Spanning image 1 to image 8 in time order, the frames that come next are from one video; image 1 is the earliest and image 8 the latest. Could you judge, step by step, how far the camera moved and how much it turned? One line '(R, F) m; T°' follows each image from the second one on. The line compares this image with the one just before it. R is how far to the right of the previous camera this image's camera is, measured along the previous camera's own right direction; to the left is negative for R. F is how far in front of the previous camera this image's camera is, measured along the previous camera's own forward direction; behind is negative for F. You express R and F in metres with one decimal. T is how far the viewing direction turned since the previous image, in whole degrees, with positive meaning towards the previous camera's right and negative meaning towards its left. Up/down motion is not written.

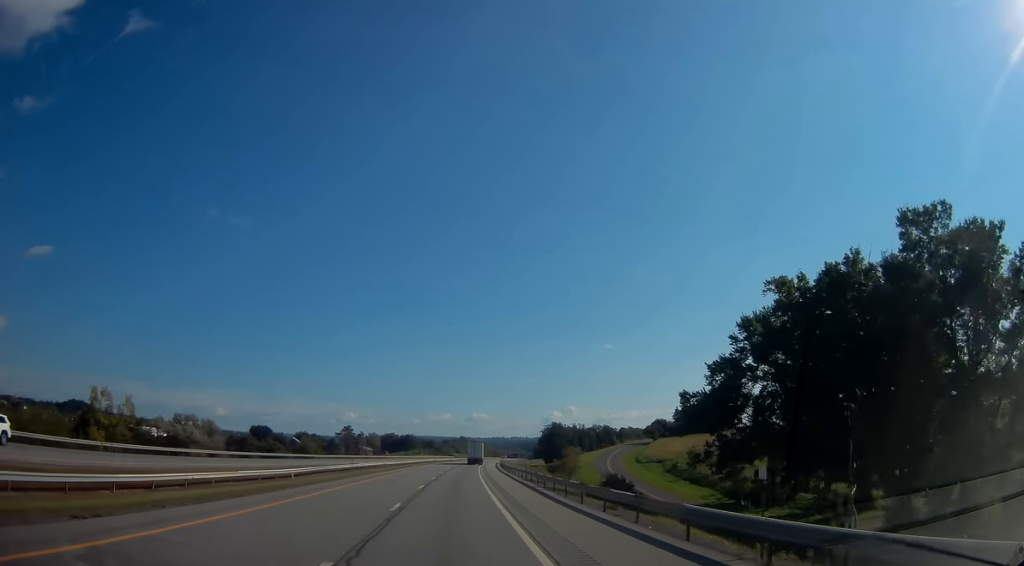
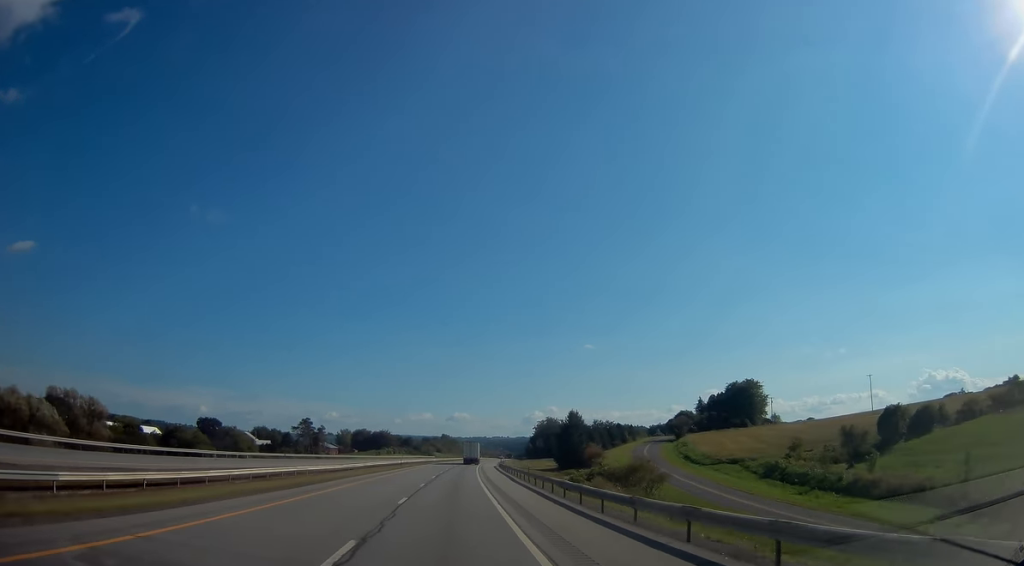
(+0.4, +46.3) m; +1°
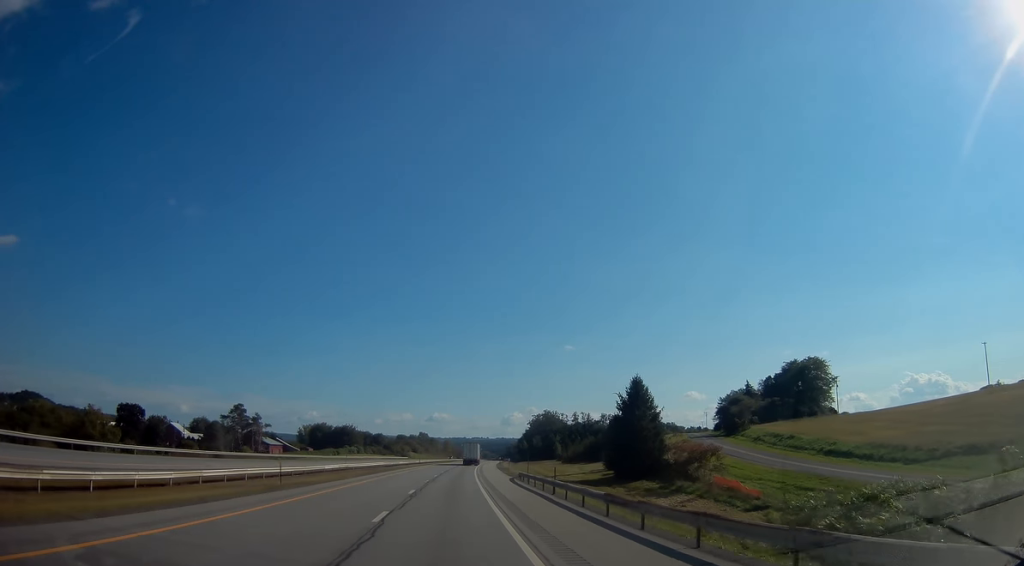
(+0.5, +54.1) m; +2°
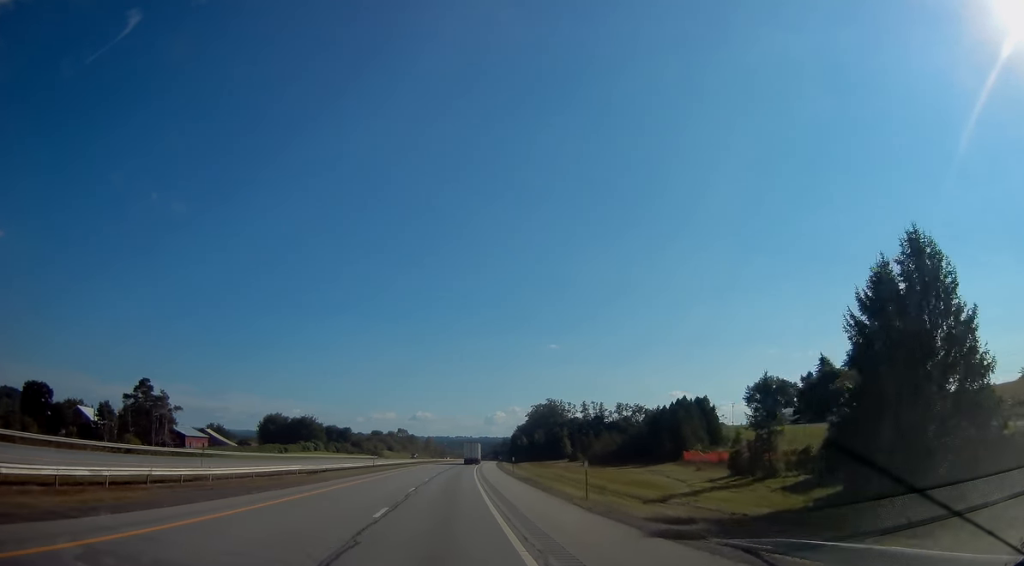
(+1.1, +48.1) m; +2°
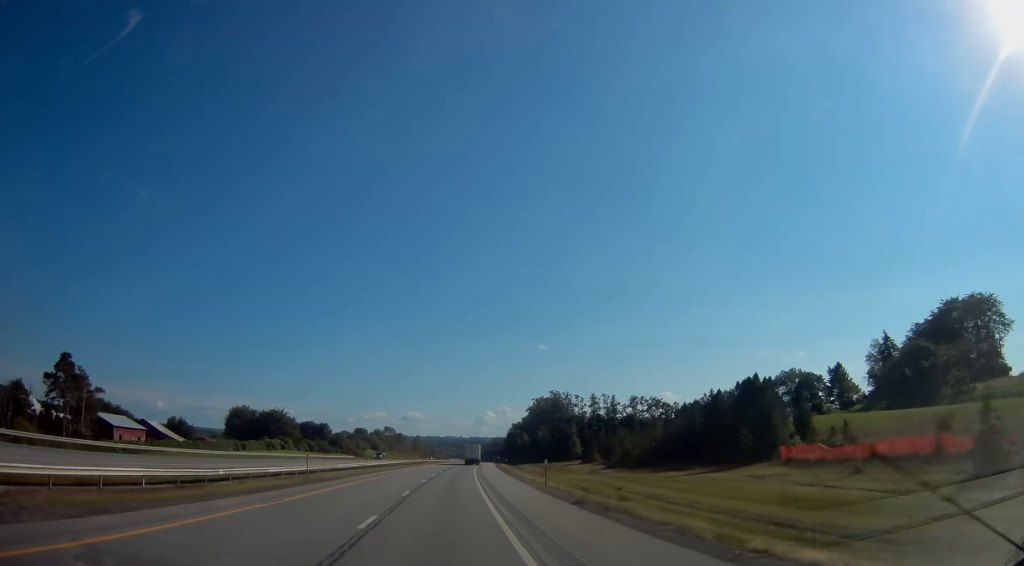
(+0.1, +27.1) m; 0°
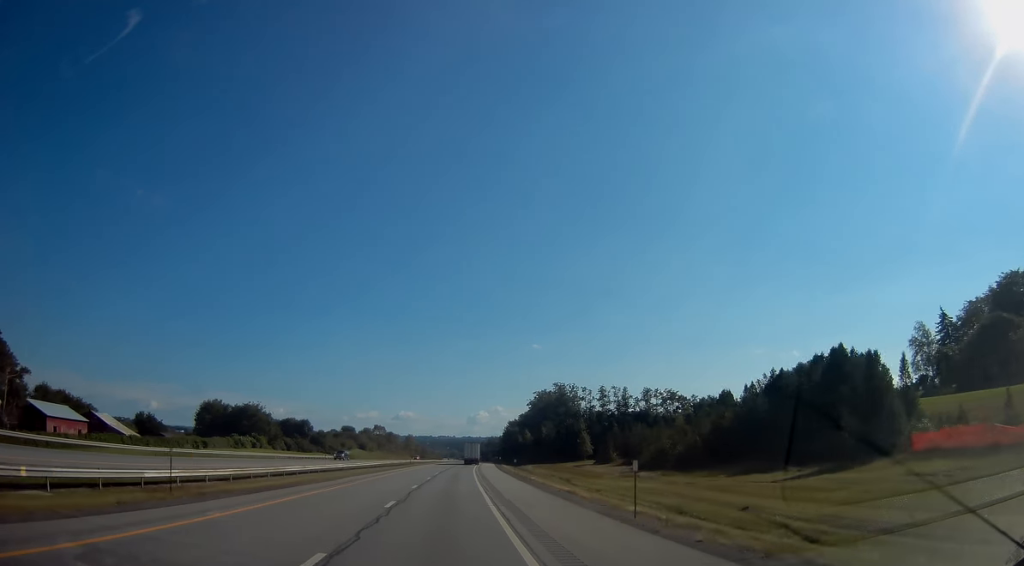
(-0.1, +19.1) m; +1°
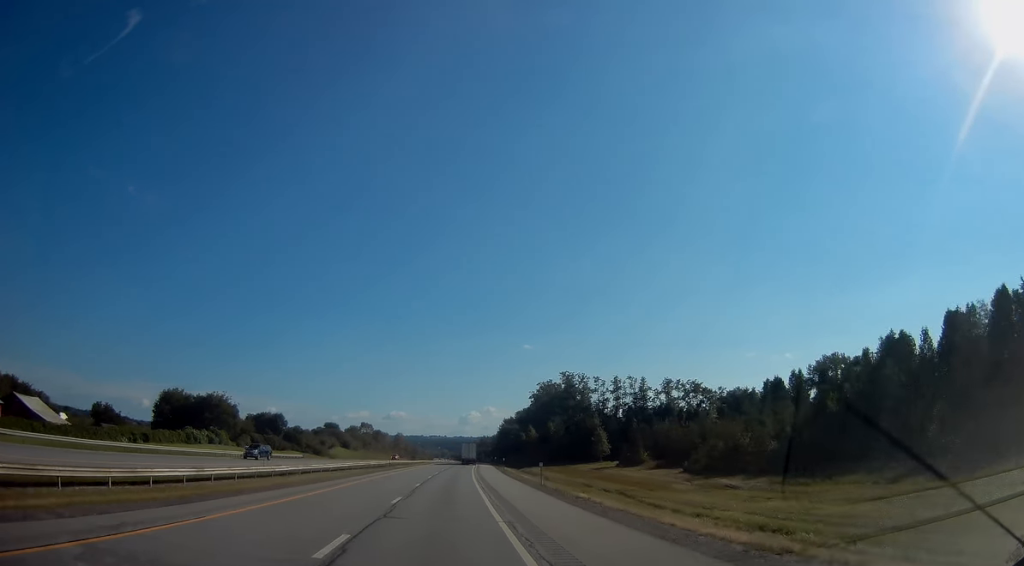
(+0.4, +22.1) m; +1°
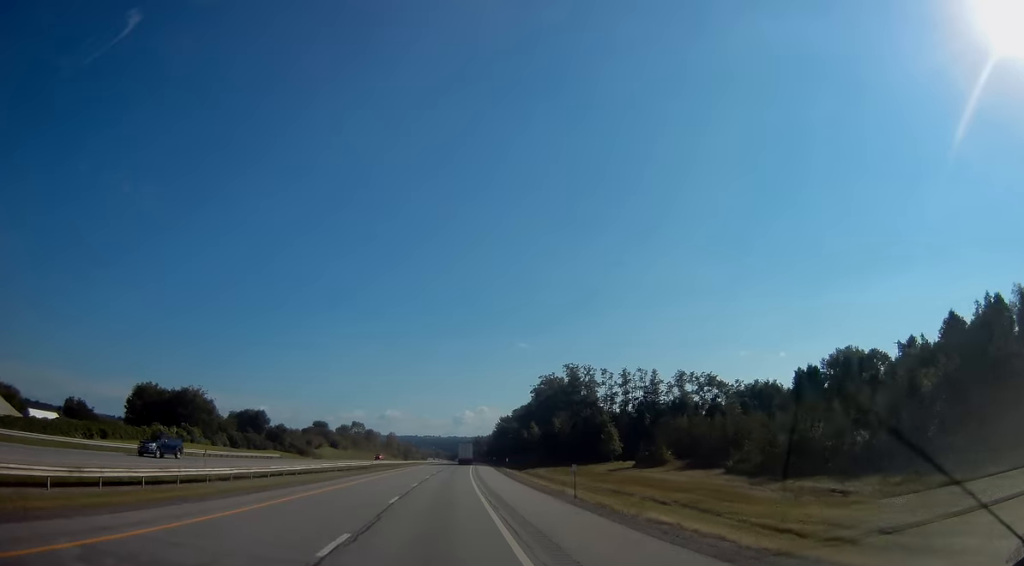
(+0.1, +12.1) m; 0°
